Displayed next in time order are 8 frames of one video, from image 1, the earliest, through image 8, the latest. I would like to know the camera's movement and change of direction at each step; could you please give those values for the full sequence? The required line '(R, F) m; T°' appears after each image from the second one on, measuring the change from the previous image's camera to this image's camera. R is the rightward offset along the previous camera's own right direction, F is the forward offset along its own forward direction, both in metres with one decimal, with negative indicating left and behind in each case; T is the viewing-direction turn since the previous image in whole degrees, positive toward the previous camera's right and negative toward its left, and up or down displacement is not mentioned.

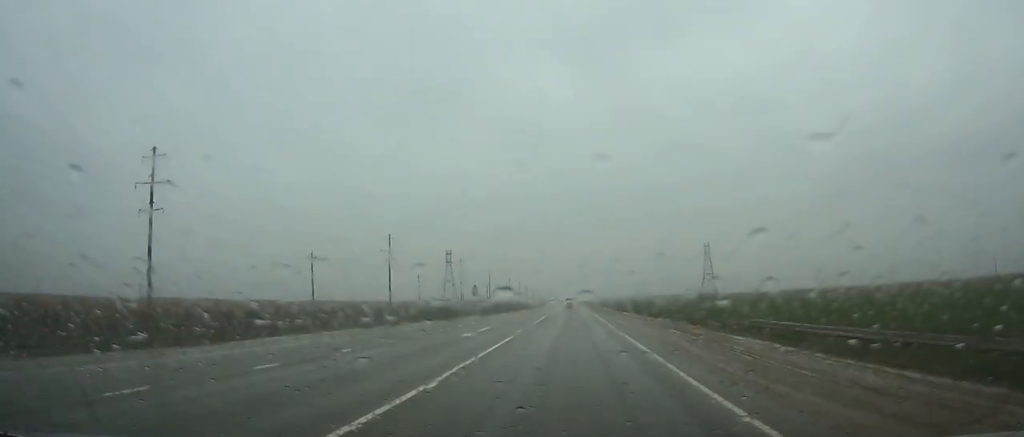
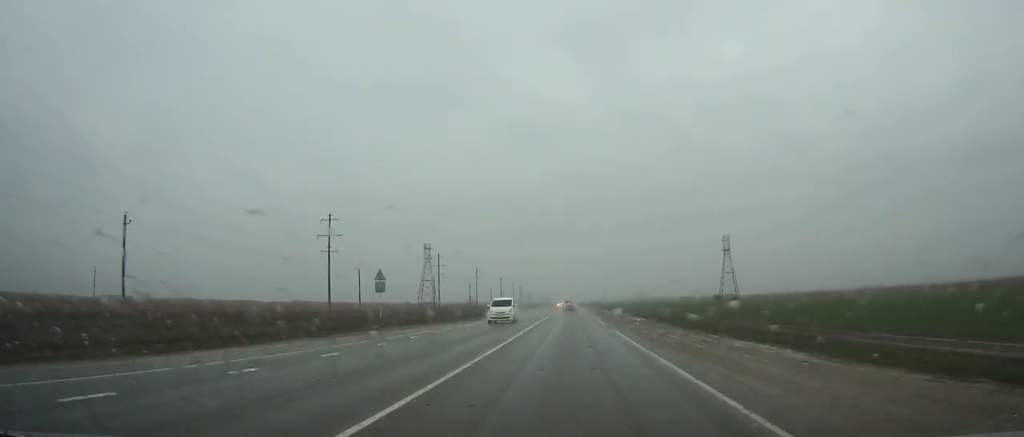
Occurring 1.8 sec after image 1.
(-0.1, +36.8) m; 0°
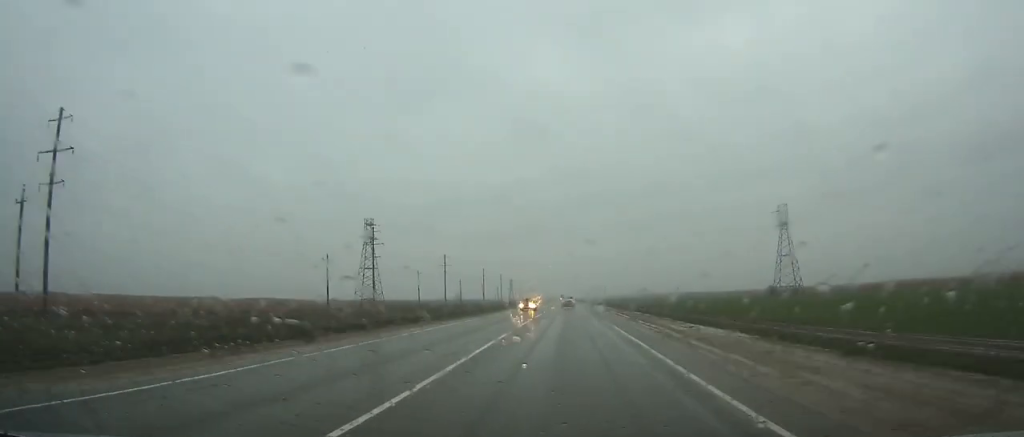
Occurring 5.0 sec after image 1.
(-0.2, +65.9) m; 0°
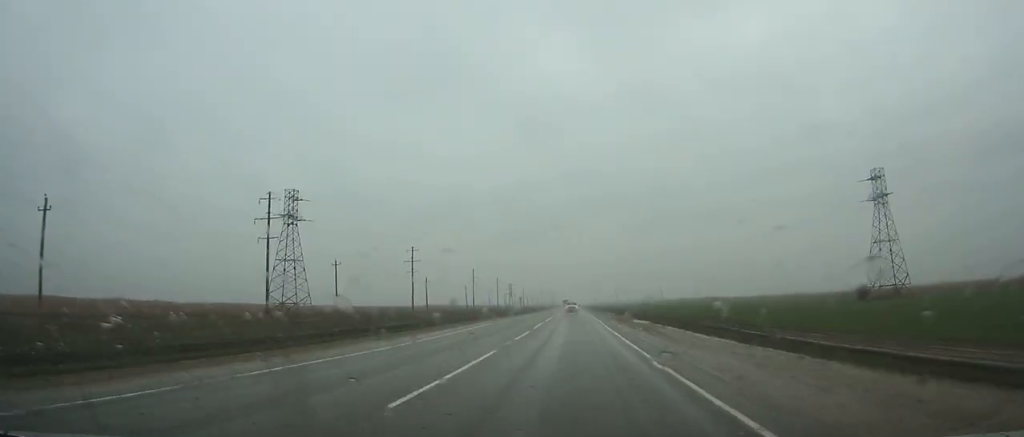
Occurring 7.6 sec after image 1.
(0.0, +53.8) m; 0°
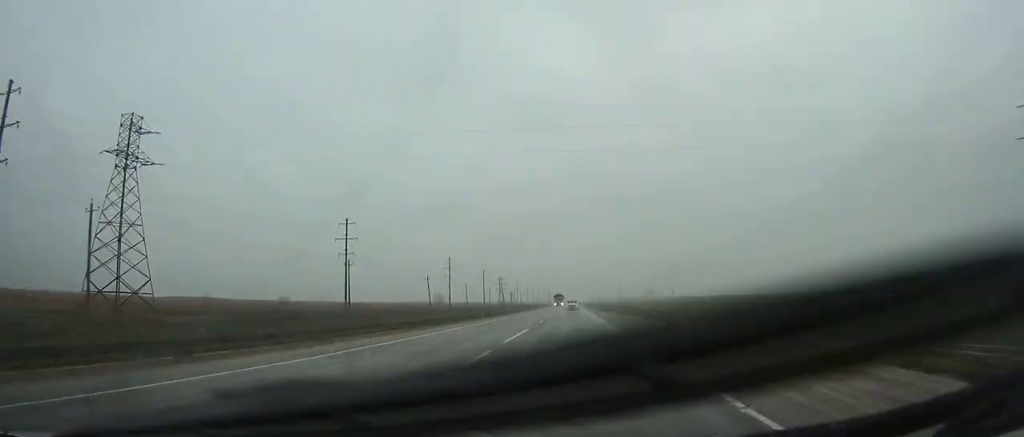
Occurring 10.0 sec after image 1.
(+0.1, +49.8) m; 0°
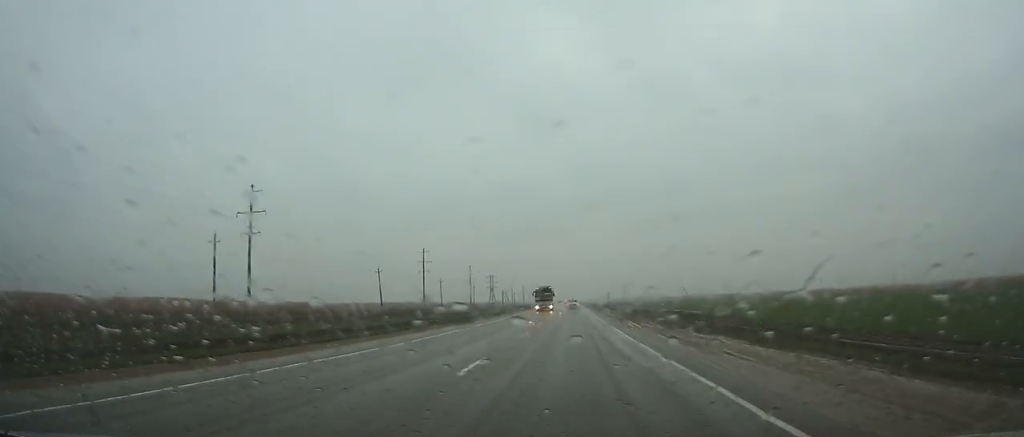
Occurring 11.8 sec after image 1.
(+0.1, +37.6) m; 0°
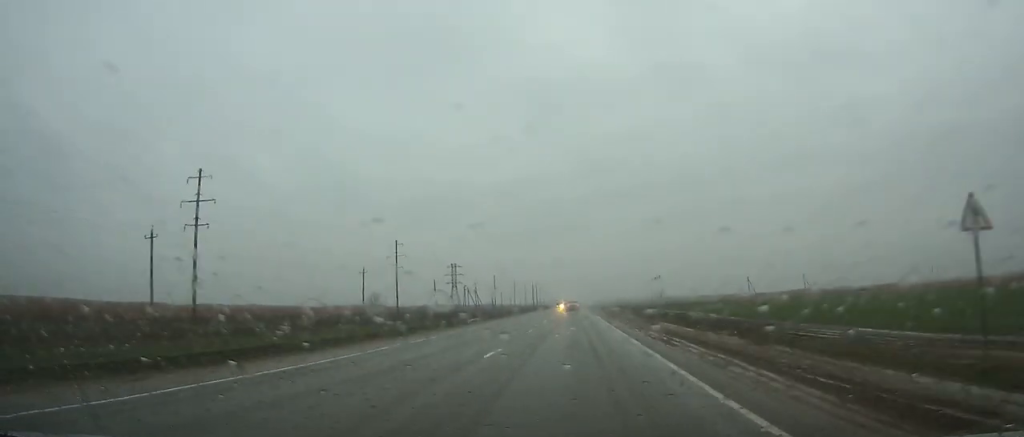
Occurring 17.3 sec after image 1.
(-0.4, +115.6) m; 0°
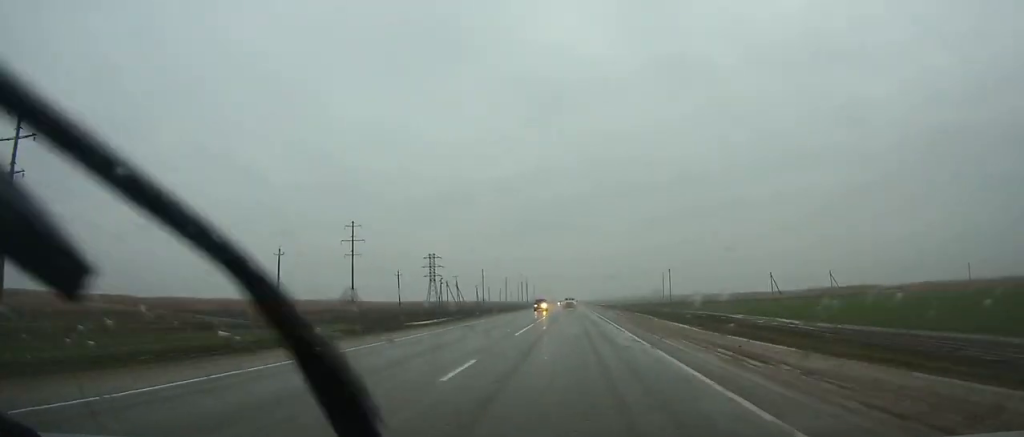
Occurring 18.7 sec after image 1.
(0.0, +29.5) m; 0°
